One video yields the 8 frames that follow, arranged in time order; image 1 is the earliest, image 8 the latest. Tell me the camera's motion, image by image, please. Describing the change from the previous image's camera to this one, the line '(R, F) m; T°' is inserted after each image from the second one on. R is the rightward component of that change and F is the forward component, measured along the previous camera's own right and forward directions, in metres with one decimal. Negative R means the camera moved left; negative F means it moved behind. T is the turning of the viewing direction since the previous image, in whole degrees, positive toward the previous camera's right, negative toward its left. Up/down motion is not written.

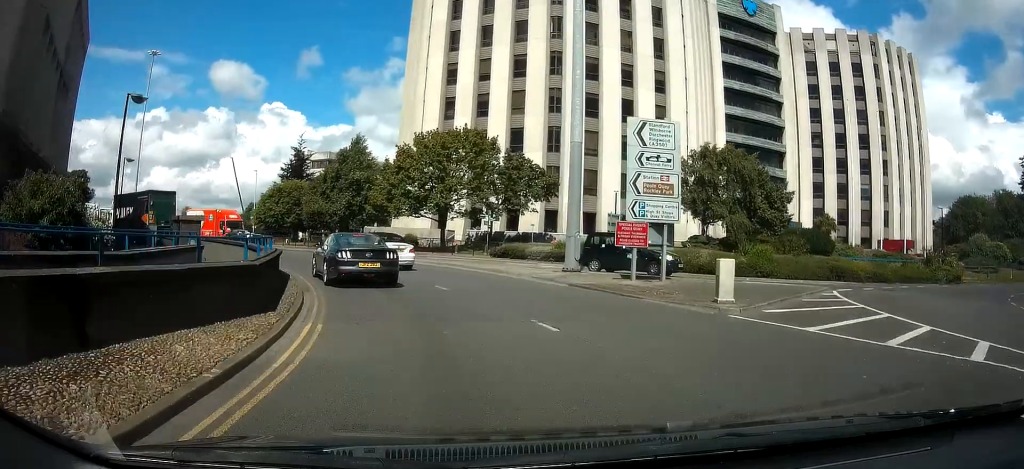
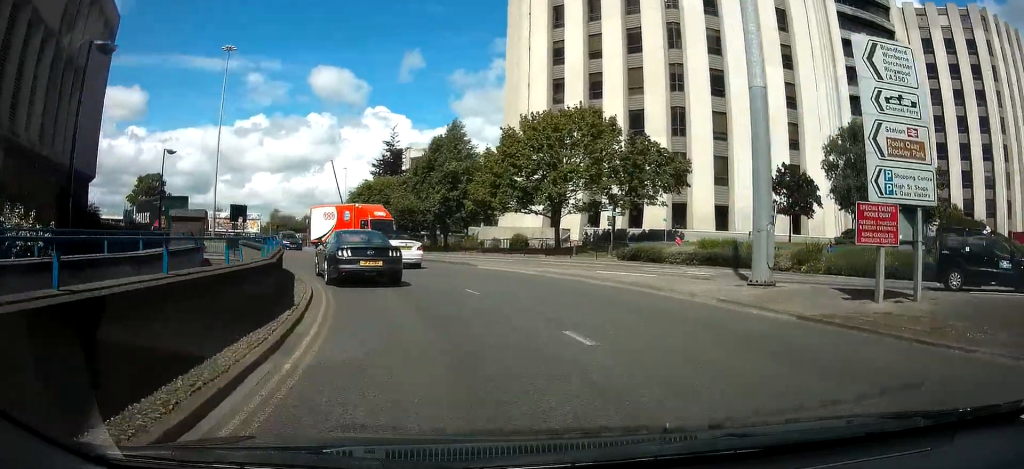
(-0.6, +8.4) m; -3°
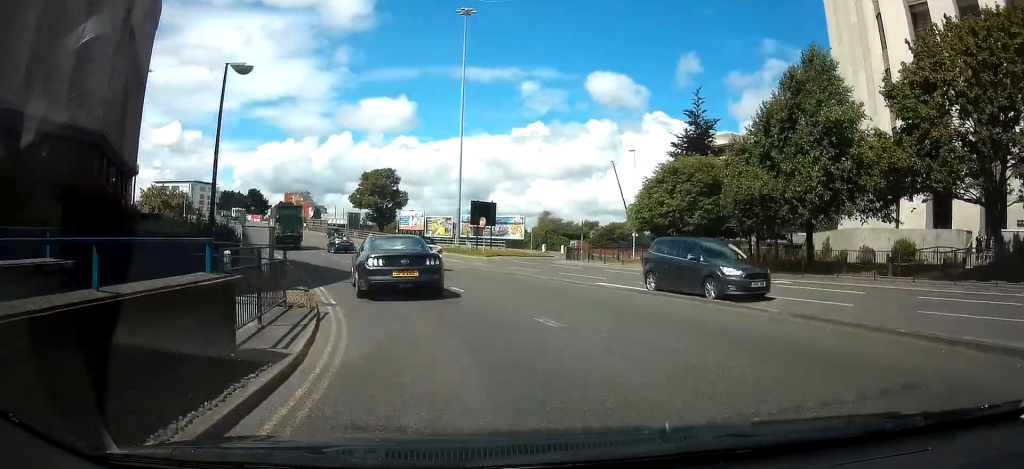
(-3.0, +21.9) m; -21°
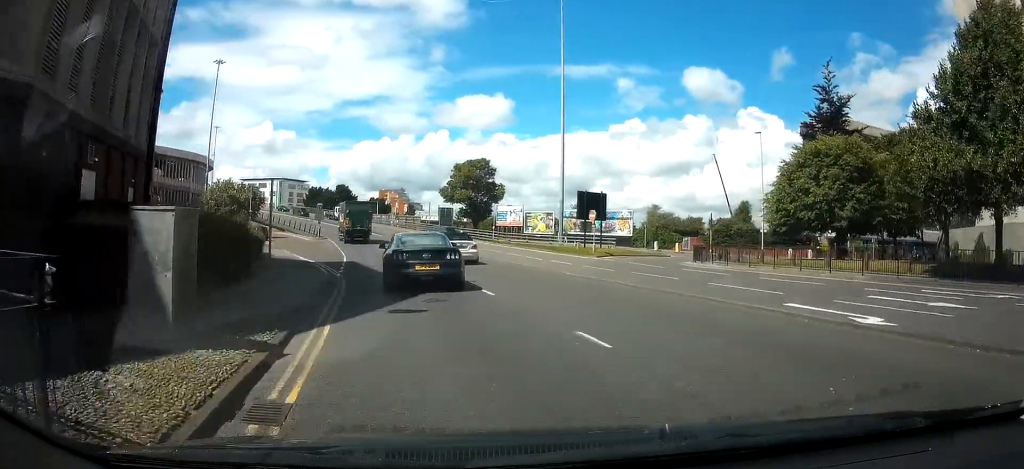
(-0.5, +7.7) m; -5°
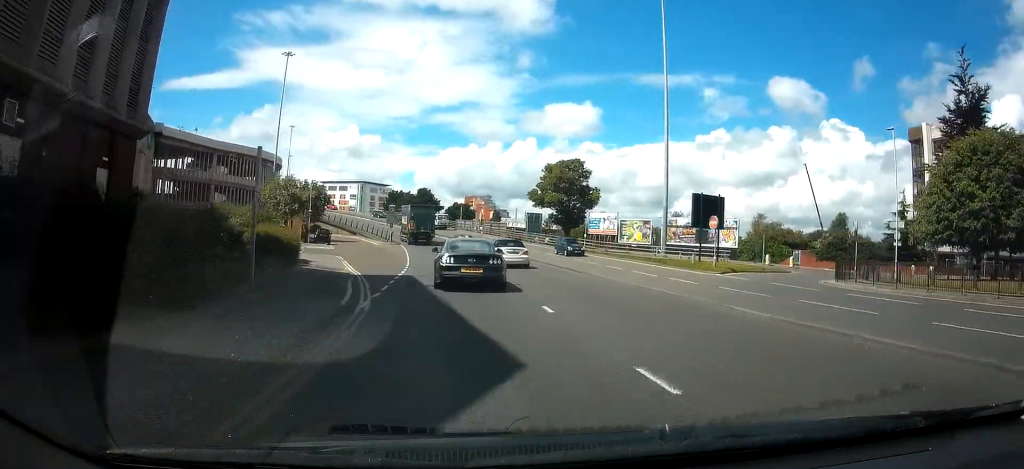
(-0.2, +7.7) m; -6°
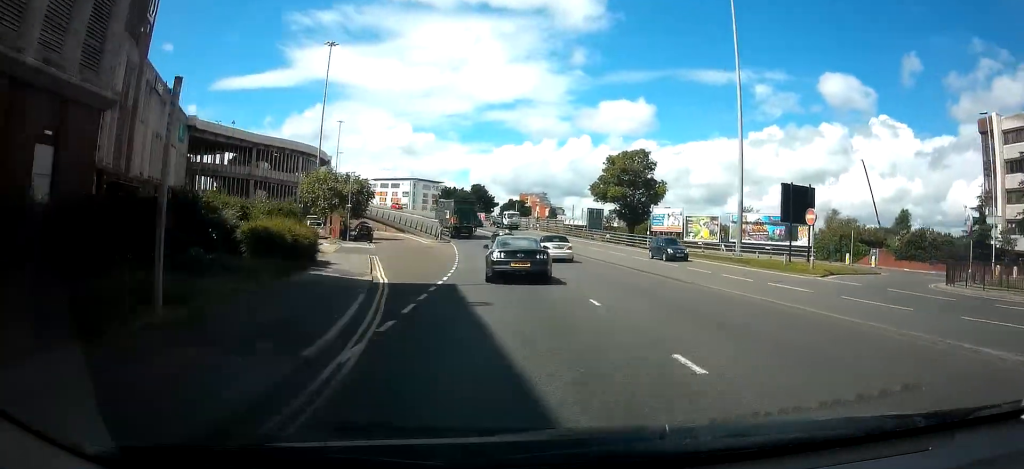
(+0.2, +5.2) m; -8°
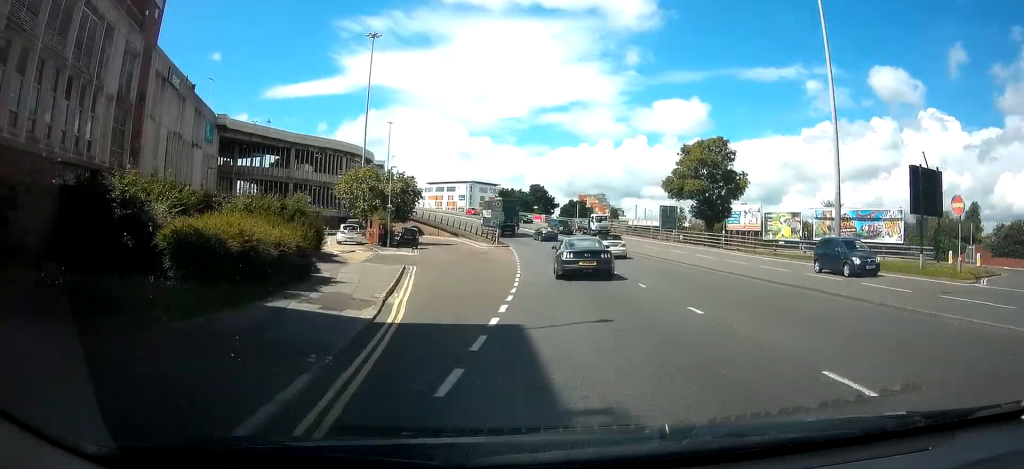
(-0.9, +6.7) m; -8°
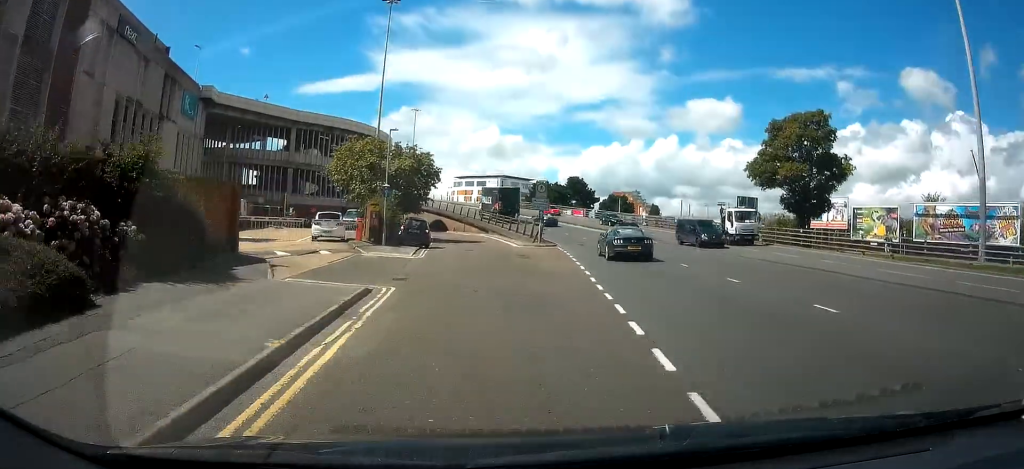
(-1.3, +12.7) m; -7°
